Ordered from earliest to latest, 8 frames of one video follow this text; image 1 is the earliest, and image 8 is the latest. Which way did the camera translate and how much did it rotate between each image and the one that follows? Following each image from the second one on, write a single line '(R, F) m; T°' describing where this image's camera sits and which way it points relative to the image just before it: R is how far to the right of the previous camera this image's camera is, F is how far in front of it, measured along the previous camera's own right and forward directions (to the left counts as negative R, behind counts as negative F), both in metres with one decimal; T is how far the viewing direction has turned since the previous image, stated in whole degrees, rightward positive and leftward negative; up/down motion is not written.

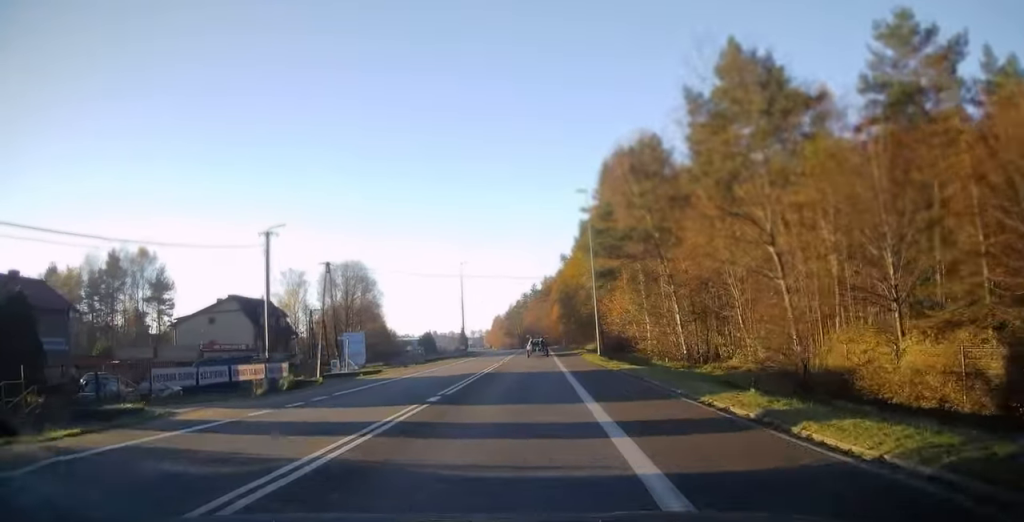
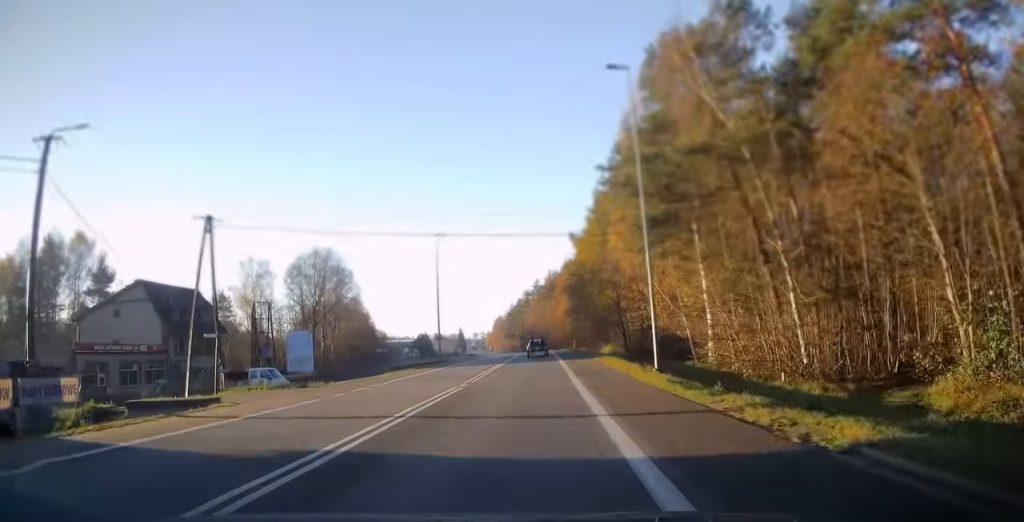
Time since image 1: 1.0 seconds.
(0.0, +19.6) m; 0°
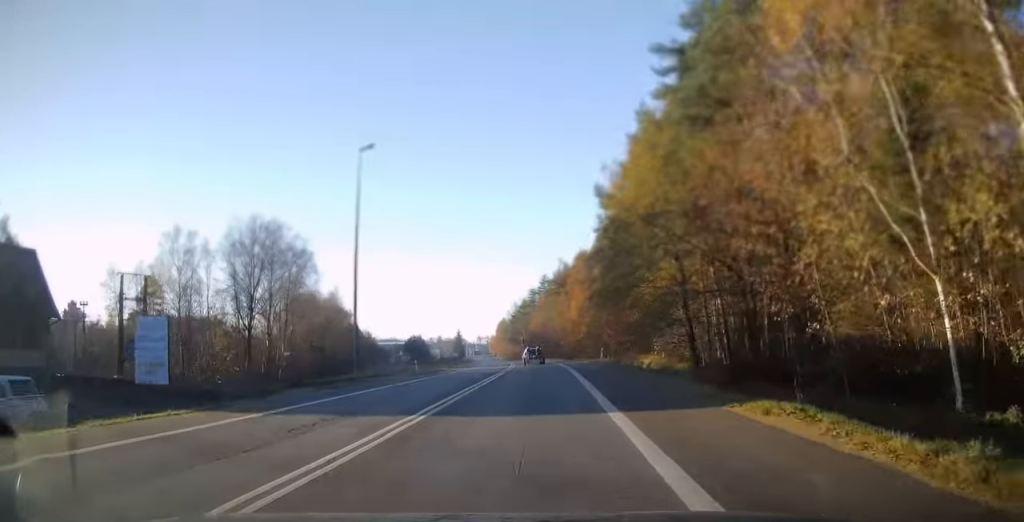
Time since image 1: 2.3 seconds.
(0.0, +26.0) m; -1°
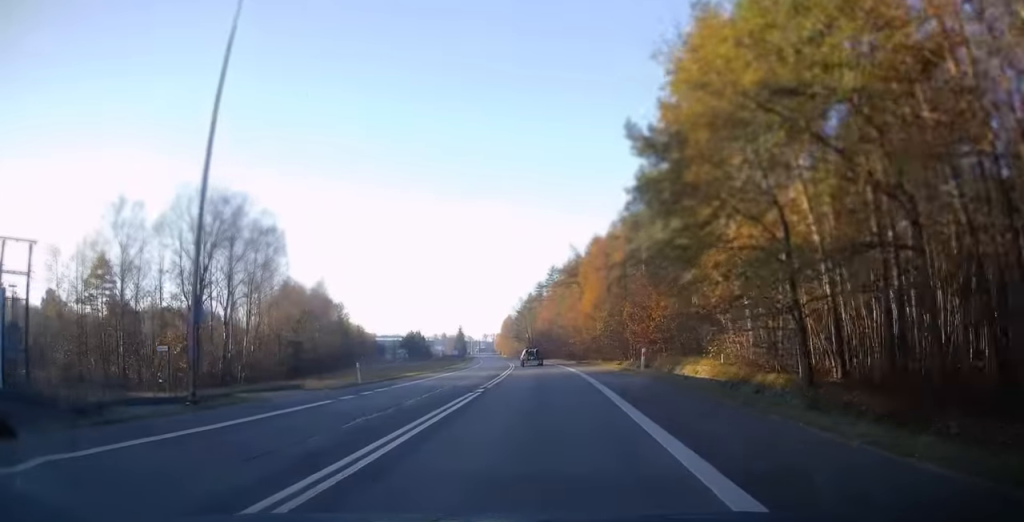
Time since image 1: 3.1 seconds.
(-0.2, +14.7) m; -1°
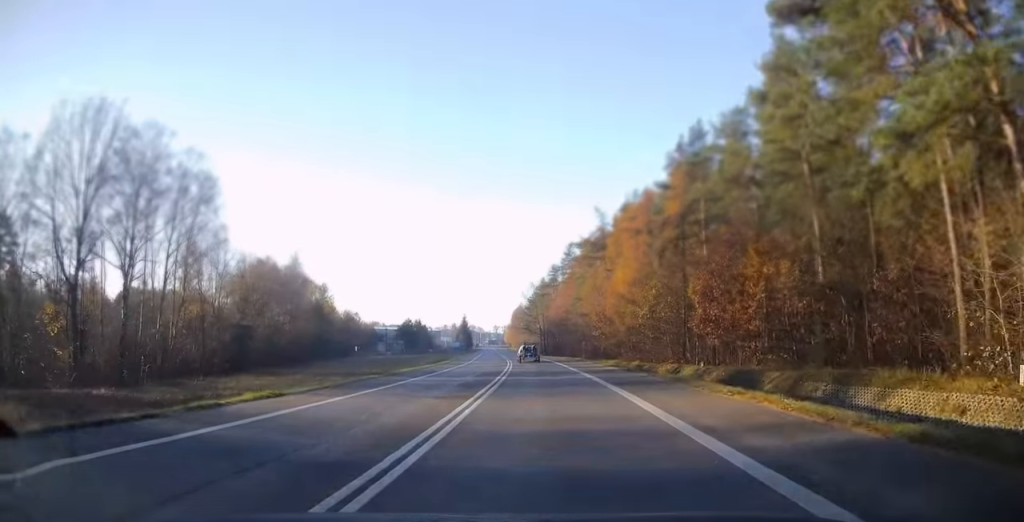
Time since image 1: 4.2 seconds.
(-0.3, +22.7) m; -1°
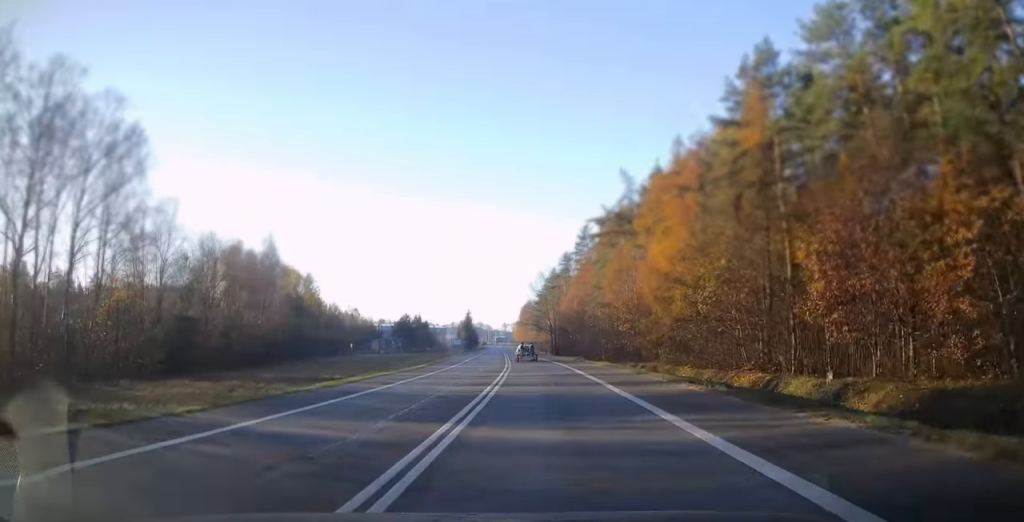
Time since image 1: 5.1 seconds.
(-0.2, +15.9) m; -1°
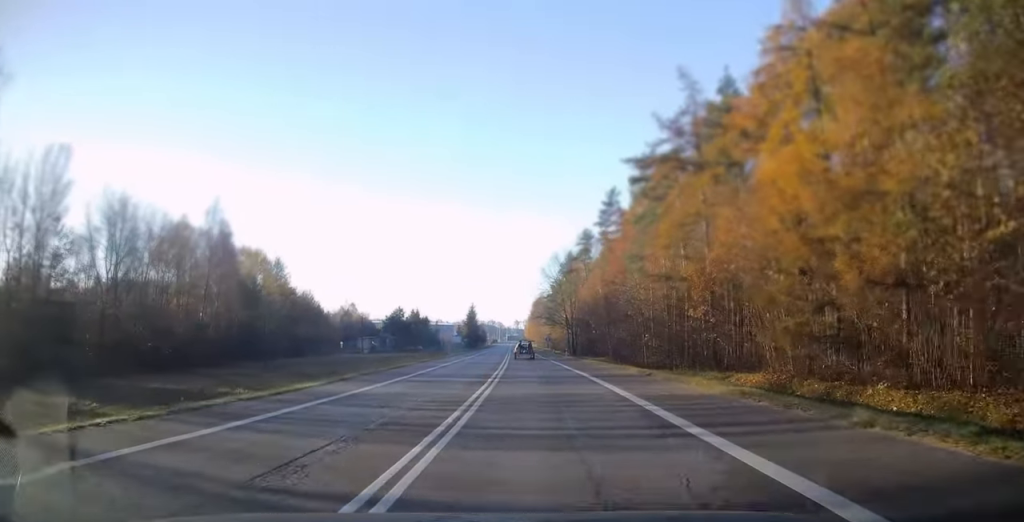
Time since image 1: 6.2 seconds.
(0.0, +22.3) m; -1°
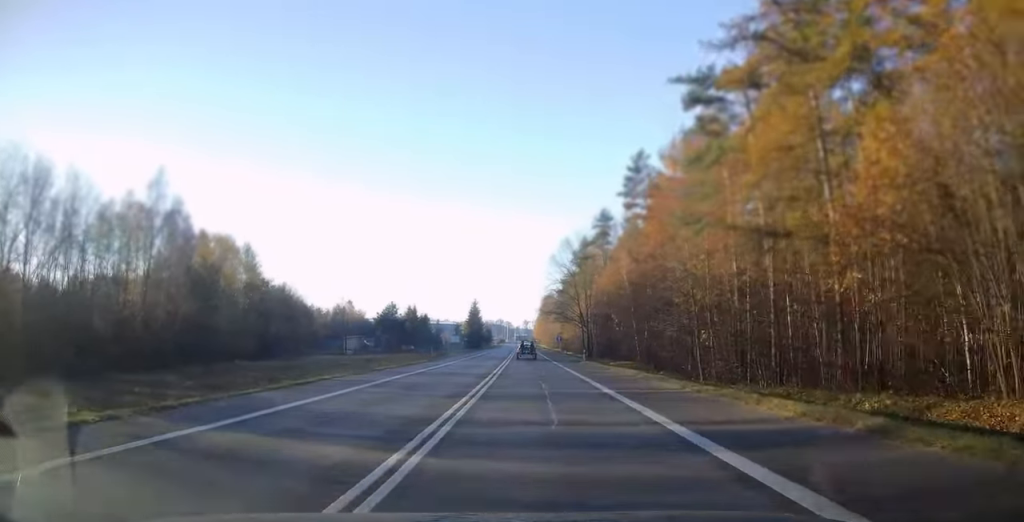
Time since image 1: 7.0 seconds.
(-0.3, +15.6) m; -1°
